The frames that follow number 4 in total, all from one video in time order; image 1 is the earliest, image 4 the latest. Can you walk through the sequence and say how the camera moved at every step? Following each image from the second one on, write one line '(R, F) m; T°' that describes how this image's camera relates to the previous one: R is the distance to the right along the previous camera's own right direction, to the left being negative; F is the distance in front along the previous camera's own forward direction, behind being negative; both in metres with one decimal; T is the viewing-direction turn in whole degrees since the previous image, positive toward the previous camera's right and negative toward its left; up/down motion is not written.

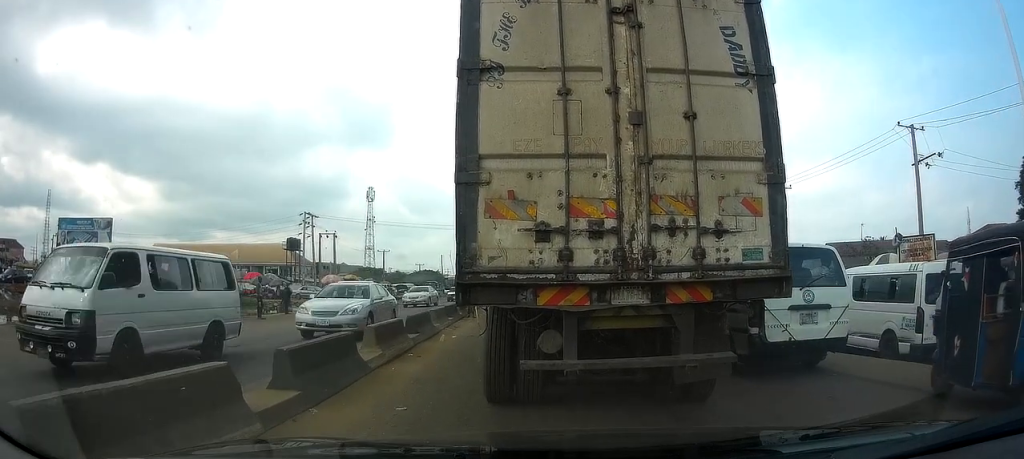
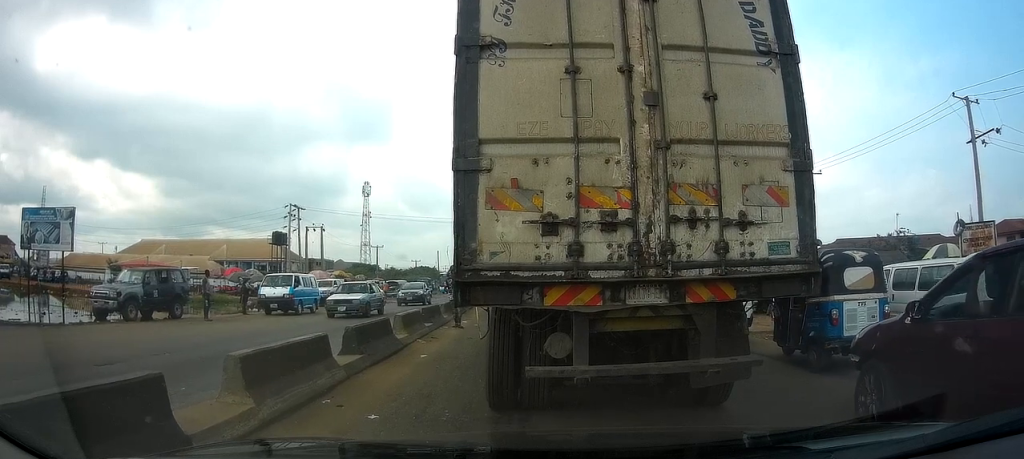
(0.0, +4.8) m; -1°
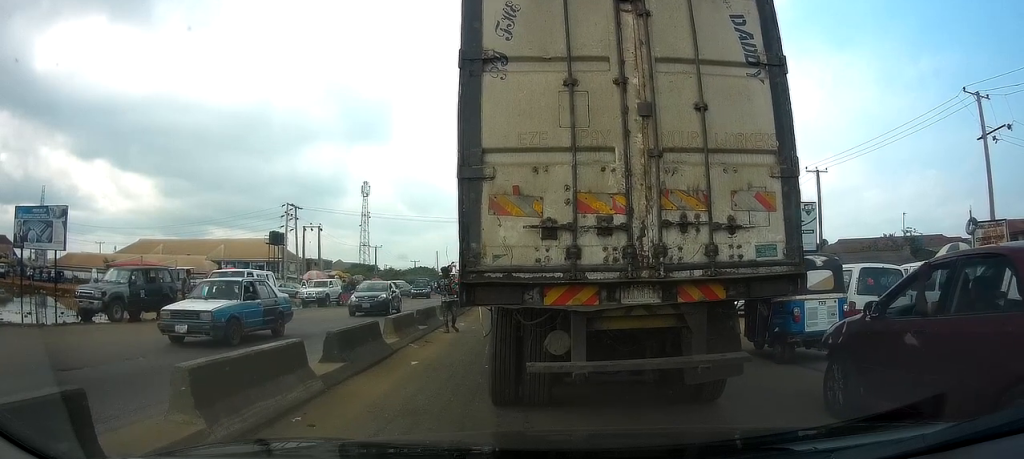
(0.0, +0.9) m; 0°
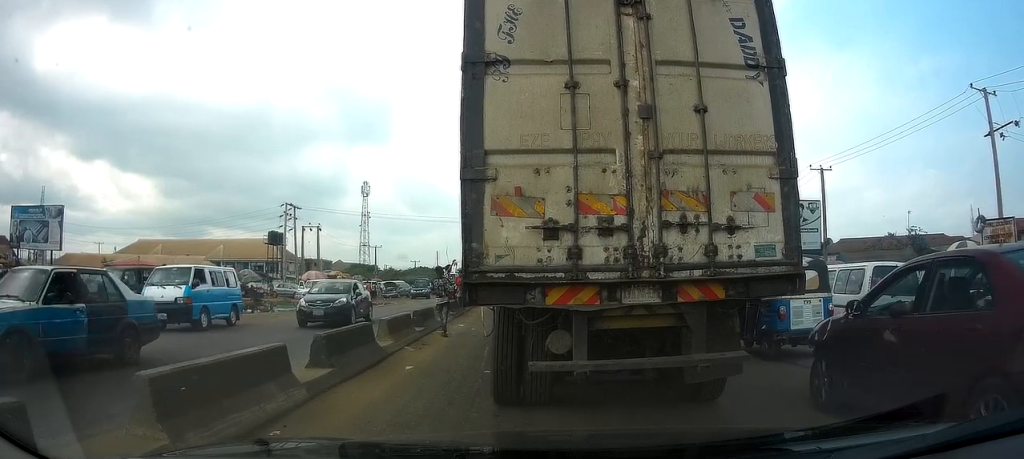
(0.0, +0.4) m; 0°
